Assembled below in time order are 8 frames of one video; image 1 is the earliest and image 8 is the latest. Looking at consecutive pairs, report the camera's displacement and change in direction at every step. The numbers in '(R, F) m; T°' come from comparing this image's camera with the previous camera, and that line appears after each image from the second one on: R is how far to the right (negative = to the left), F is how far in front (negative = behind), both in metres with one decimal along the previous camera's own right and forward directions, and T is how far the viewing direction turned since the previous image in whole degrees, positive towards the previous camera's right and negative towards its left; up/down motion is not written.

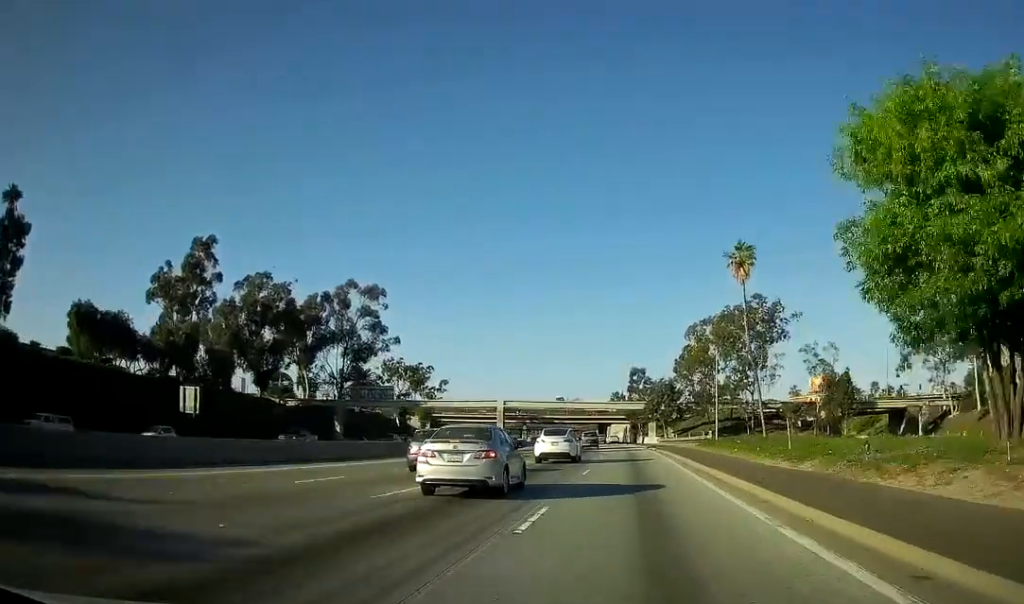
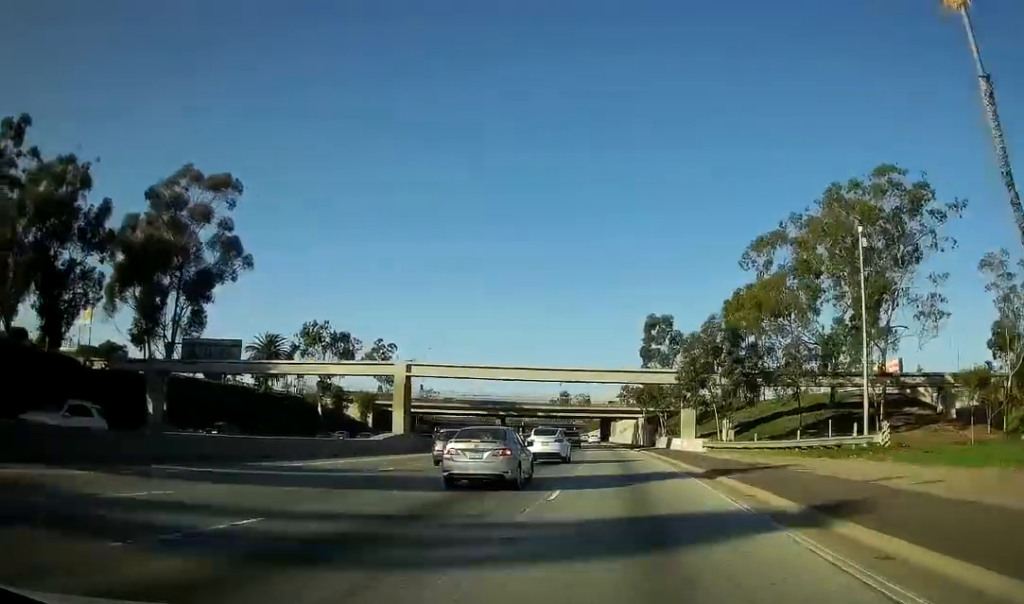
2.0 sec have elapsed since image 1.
(+0.2, +52.4) m; 0°
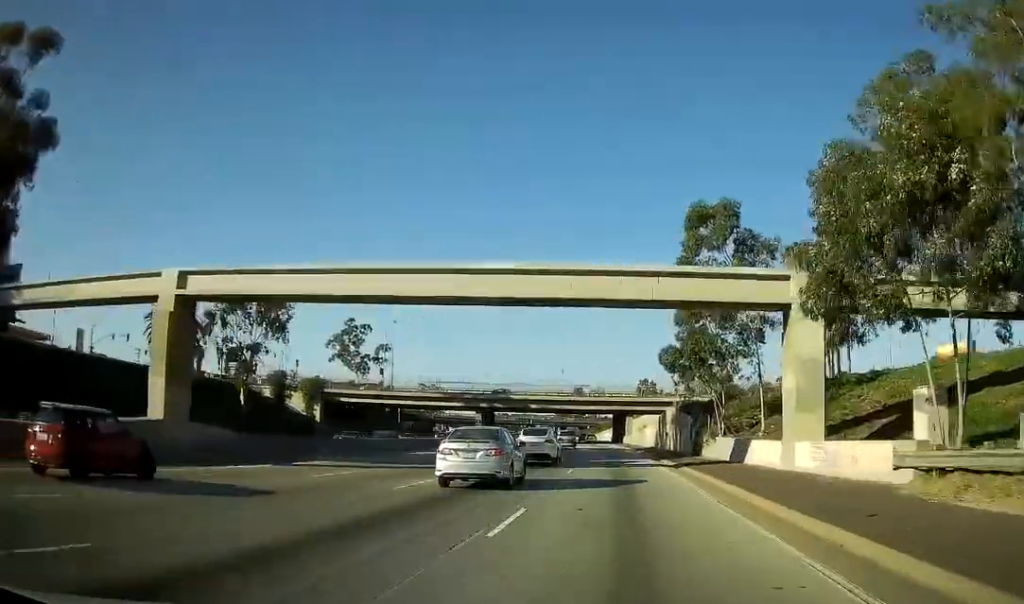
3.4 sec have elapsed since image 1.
(0.0, +34.6) m; -2°
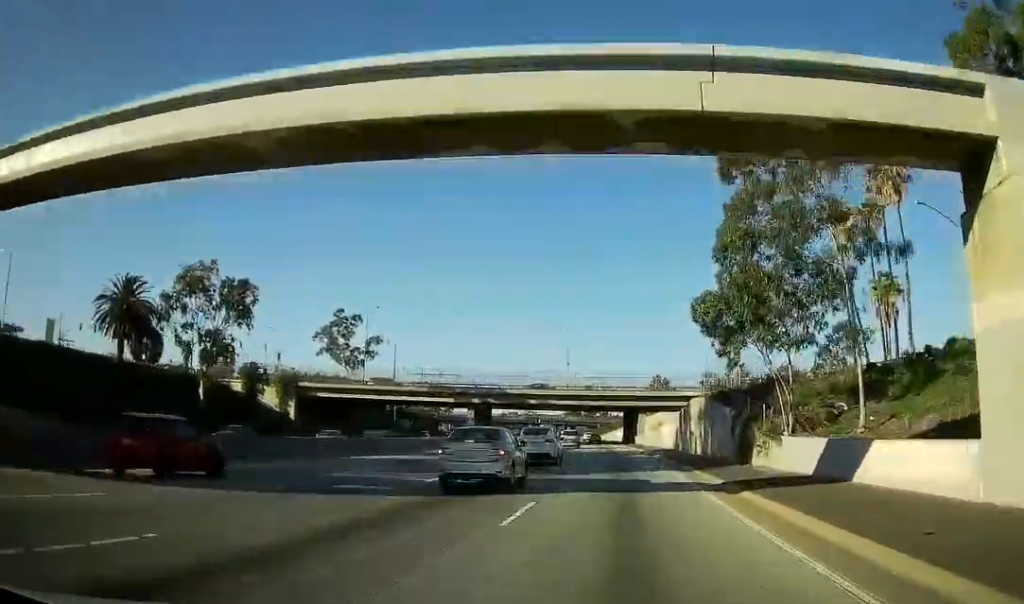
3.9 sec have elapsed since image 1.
(-0.3, +13.0) m; -1°
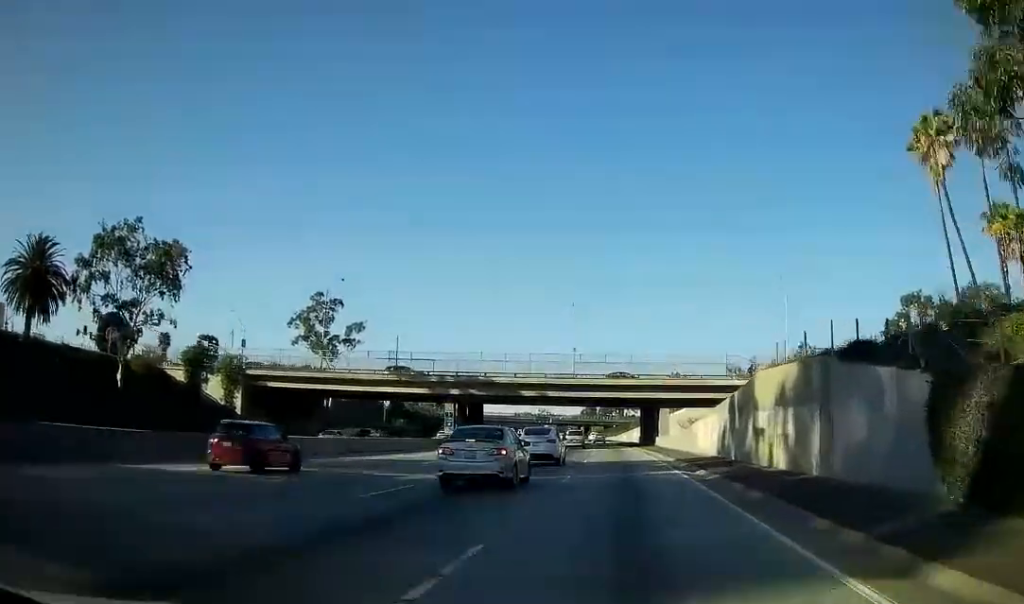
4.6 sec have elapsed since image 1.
(-0.4, +20.0) m; -2°
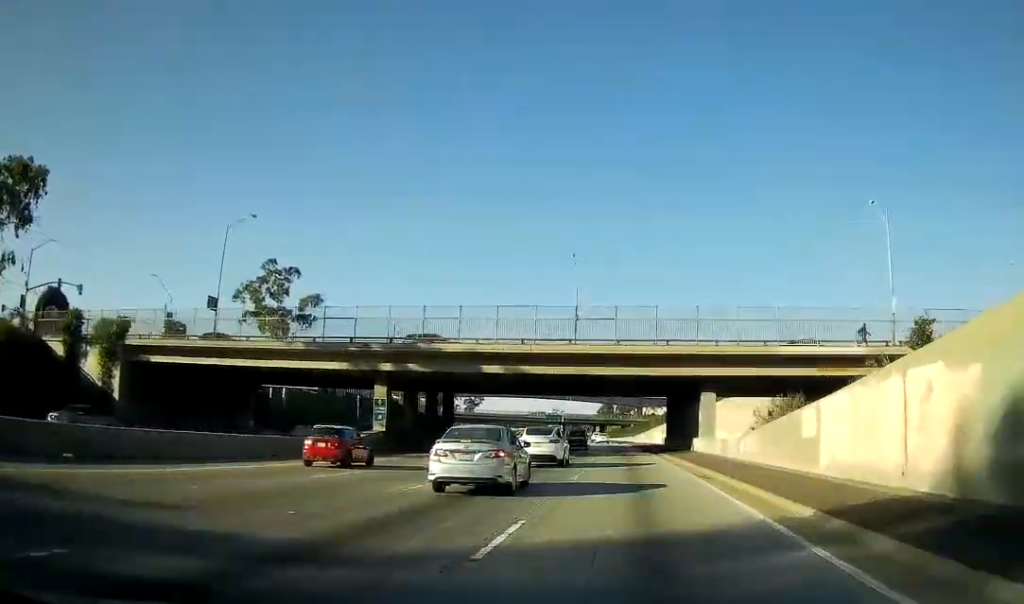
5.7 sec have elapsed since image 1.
(-0.3, +27.1) m; -1°
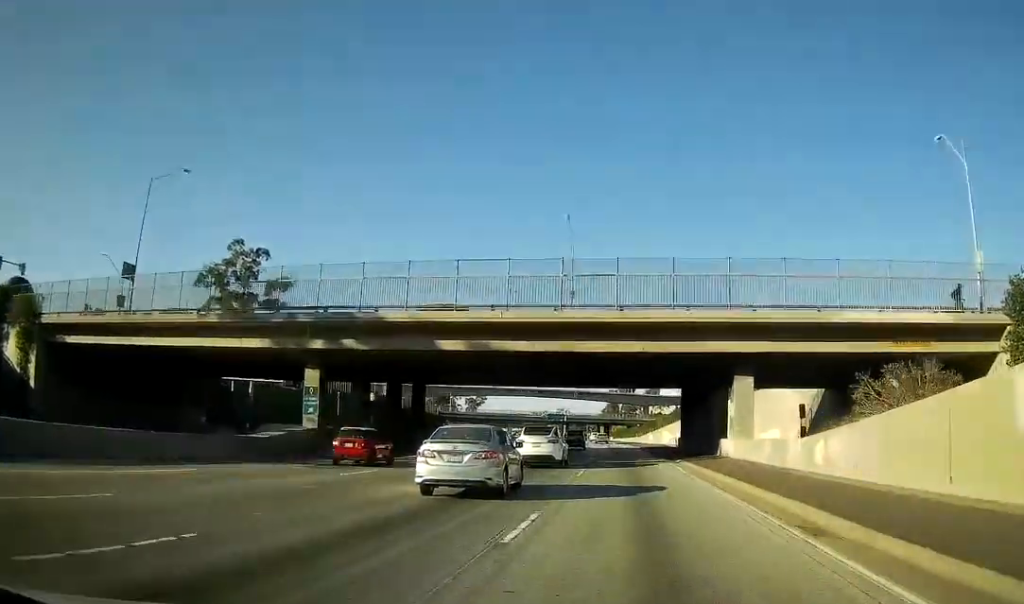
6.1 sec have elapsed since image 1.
(0.0, +12.2) m; 0°
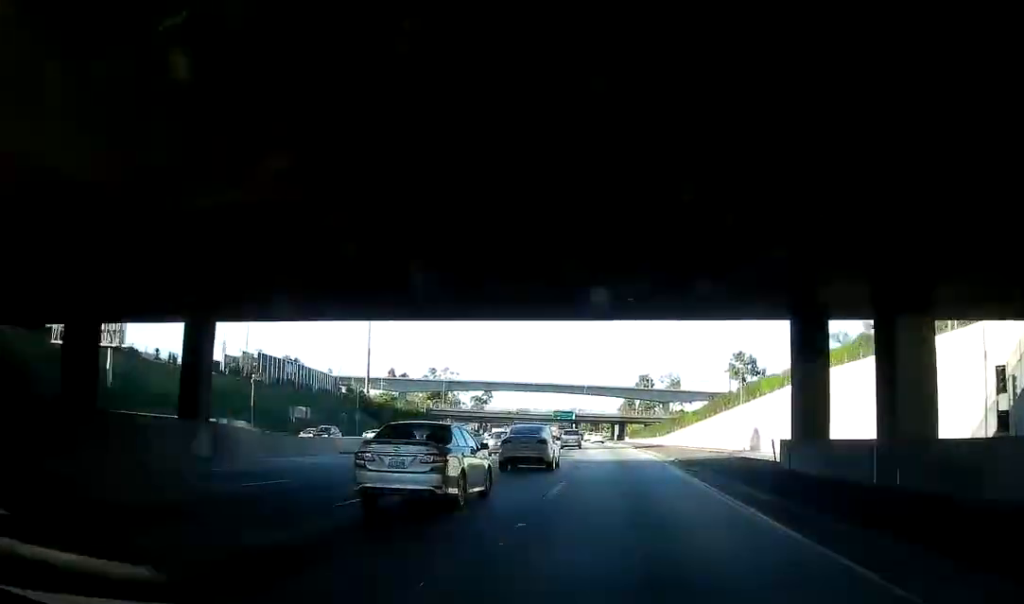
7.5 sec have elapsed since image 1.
(0.0, +35.9) m; 0°
